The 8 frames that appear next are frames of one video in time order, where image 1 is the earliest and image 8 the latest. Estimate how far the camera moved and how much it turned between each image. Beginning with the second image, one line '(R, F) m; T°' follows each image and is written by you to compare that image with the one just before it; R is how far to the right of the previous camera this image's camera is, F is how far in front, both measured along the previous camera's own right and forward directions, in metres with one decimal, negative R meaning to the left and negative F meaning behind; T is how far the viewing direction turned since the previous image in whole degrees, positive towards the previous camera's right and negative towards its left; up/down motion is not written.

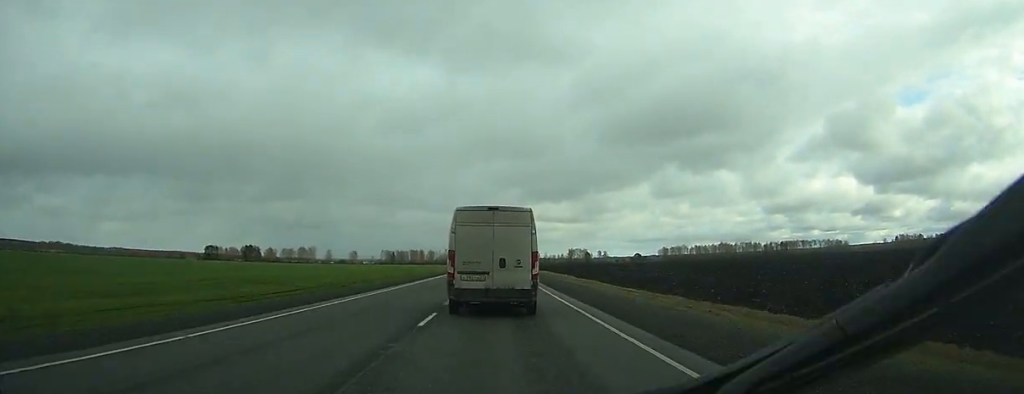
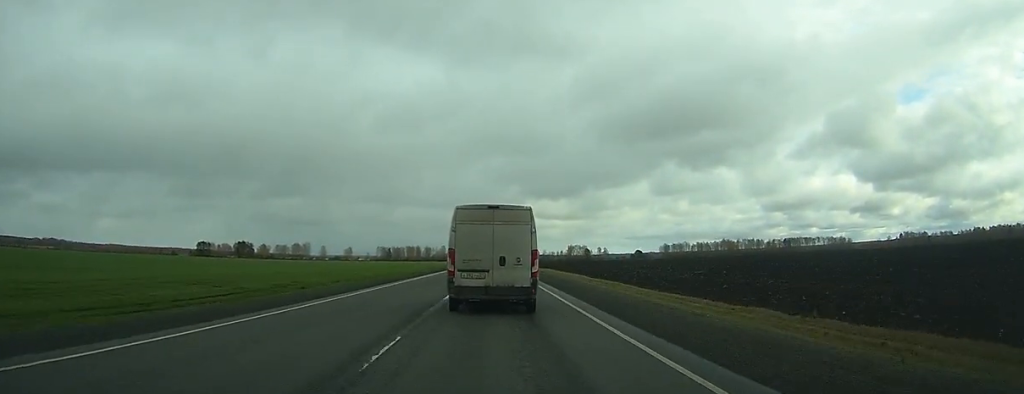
(0.0, +17.2) m; 0°
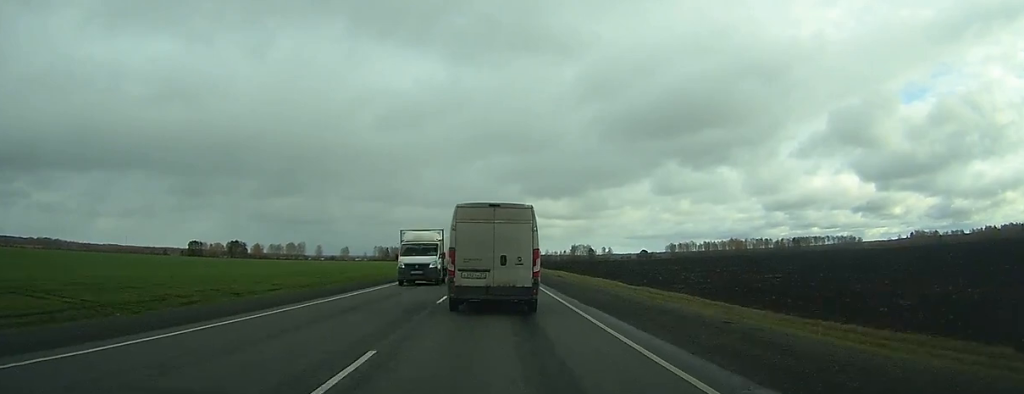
(0.0, +25.9) m; 0°
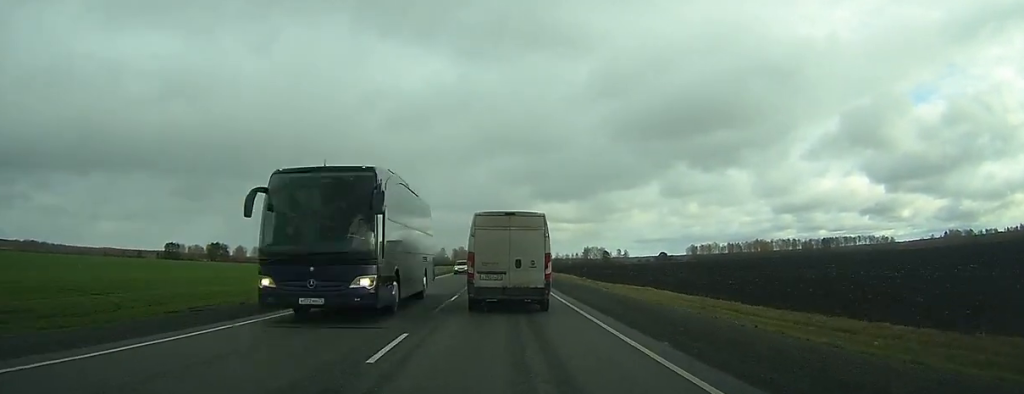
(+0.8, +71.2) m; +1°
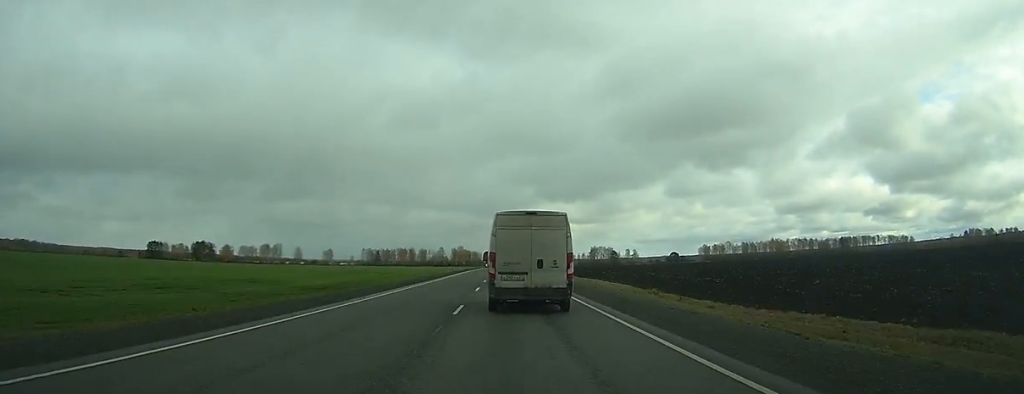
(+0.2, +38.8) m; 0°
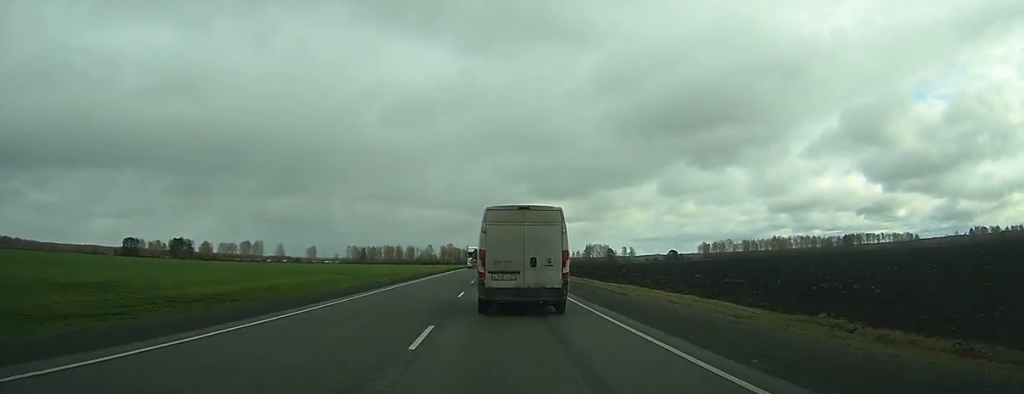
(0.0, +27.9) m; 0°
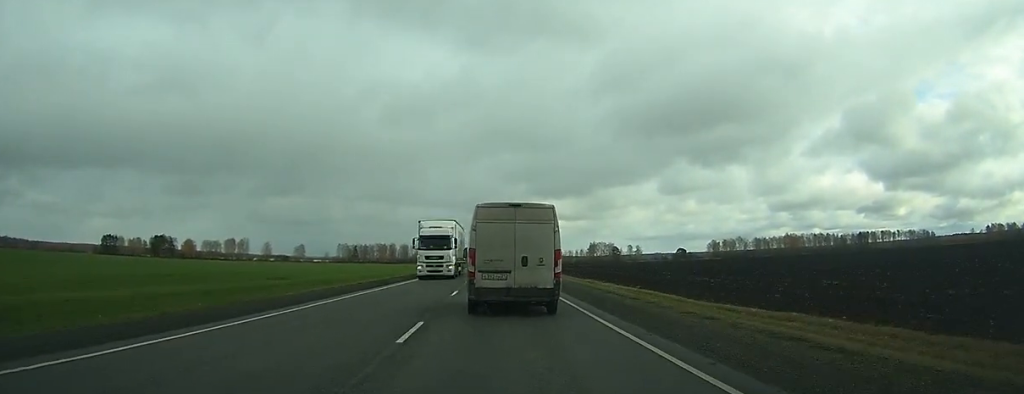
(-0.1, +34.7) m; 0°
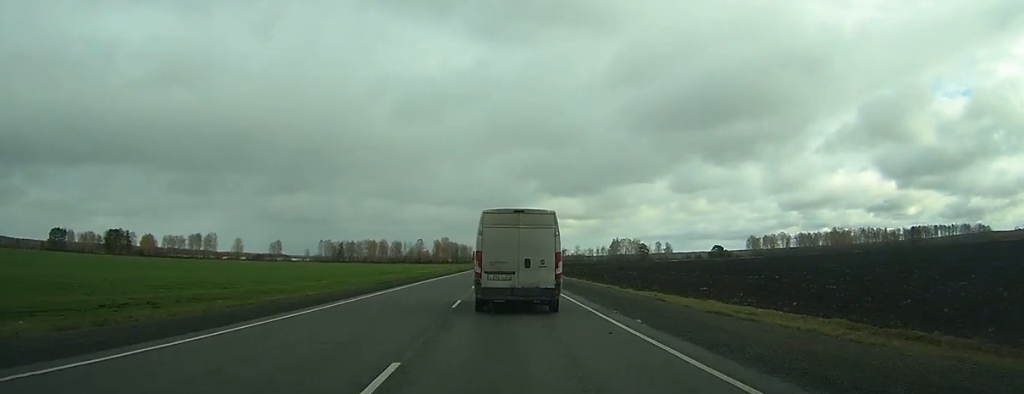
(-0.8, +91.5) m; -1°
